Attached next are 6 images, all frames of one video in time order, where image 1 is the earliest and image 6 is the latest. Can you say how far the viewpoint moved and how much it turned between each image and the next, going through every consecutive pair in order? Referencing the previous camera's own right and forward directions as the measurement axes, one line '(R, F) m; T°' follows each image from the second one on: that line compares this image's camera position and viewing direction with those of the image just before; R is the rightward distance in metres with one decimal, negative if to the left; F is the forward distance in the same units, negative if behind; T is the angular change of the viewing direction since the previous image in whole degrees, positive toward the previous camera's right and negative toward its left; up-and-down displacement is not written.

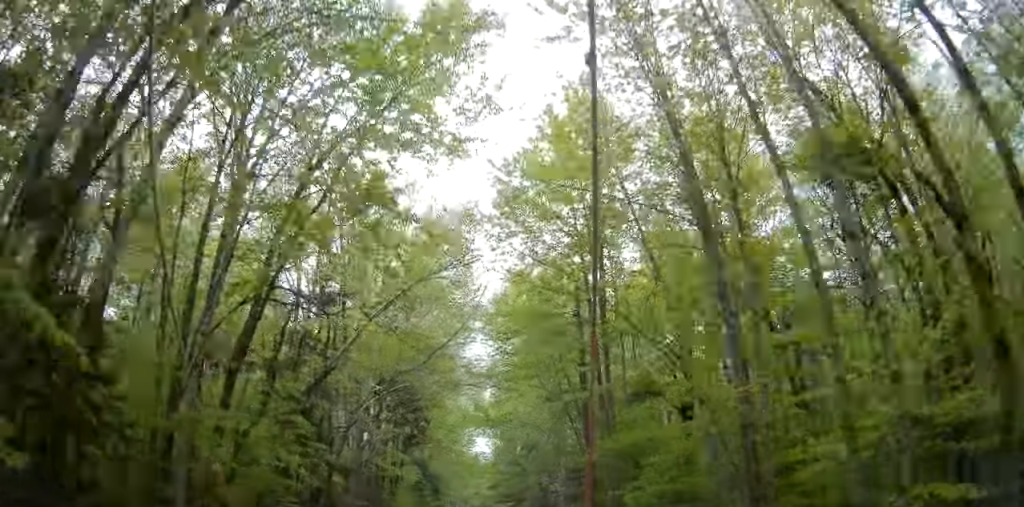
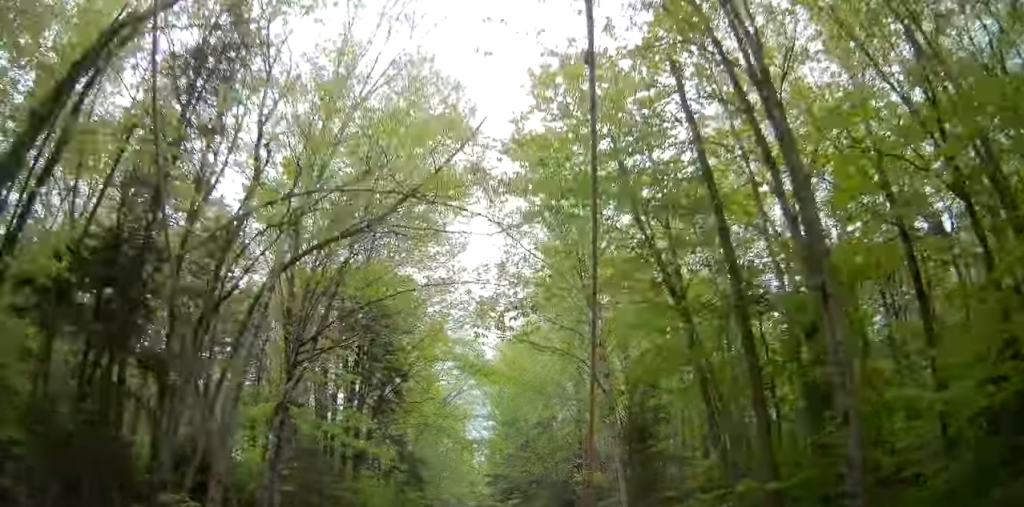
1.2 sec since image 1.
(+0.2, +11.9) m; +4°
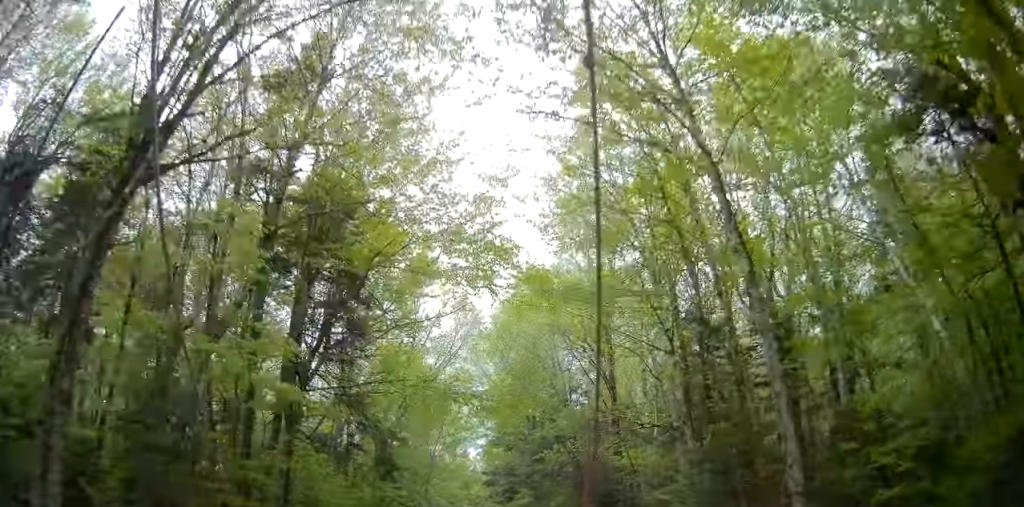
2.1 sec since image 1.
(+0.3, +10.1) m; +2°
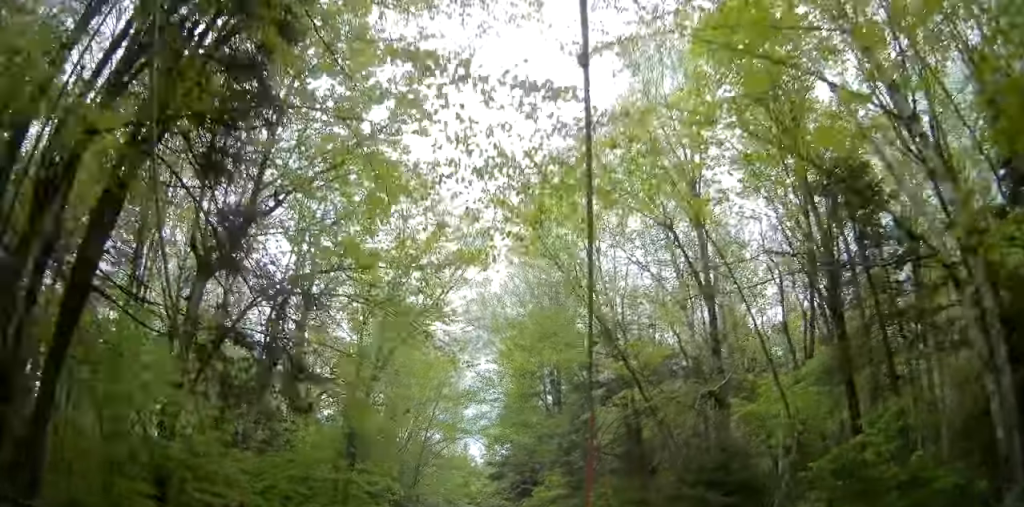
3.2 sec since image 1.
(+0.1, +11.7) m; +1°
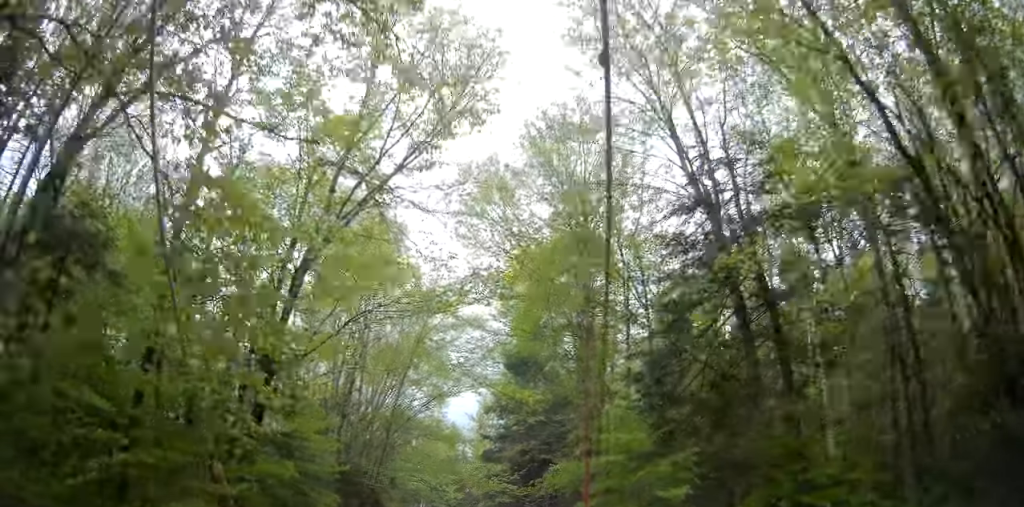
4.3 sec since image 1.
(+0.1, +11.3) m; +2°
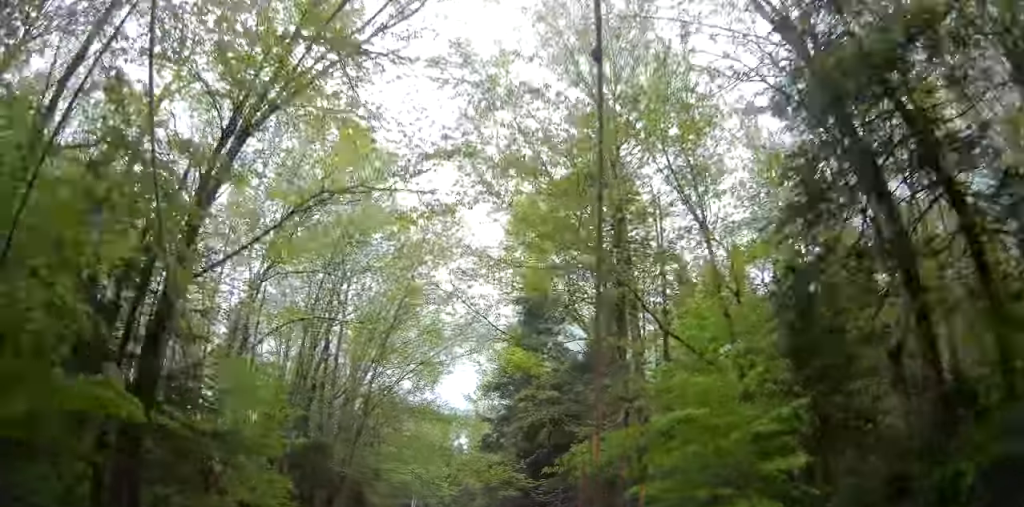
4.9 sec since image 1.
(-0.1, +5.9) m; 0°
